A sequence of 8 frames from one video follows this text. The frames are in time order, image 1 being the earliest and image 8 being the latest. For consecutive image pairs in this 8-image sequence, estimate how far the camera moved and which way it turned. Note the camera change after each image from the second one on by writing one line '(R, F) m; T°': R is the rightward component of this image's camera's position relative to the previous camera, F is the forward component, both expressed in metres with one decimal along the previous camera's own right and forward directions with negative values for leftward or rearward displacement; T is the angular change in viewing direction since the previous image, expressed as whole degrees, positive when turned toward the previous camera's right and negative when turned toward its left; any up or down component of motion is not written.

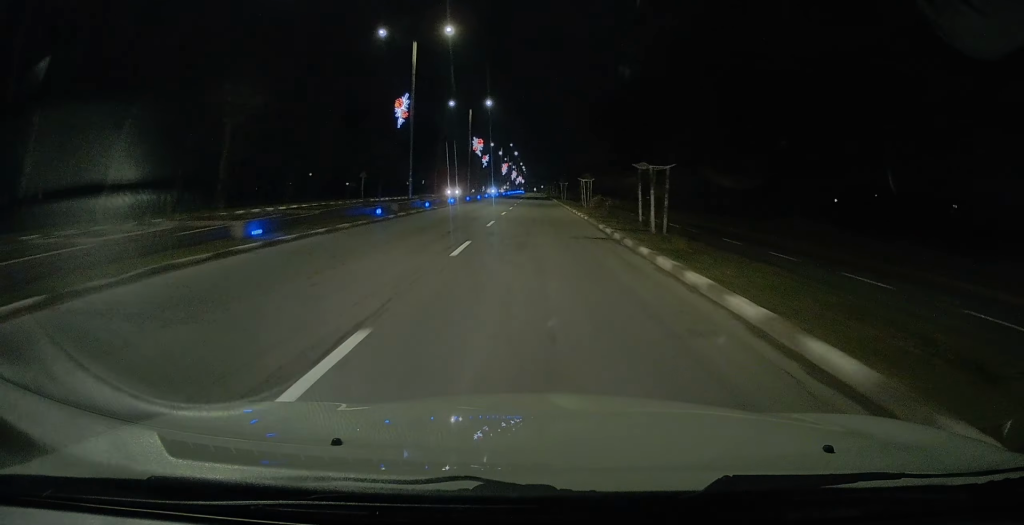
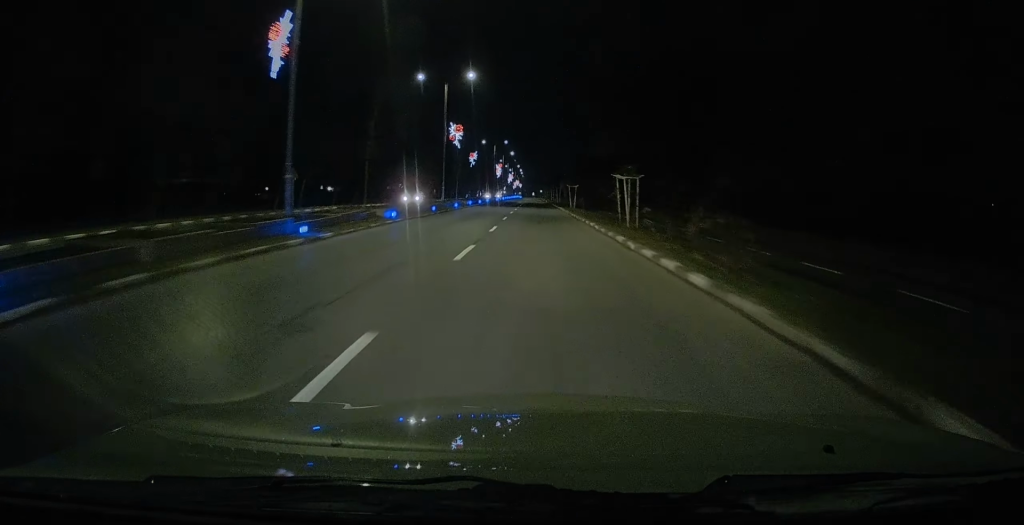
(+0.1, +17.9) m; +1°
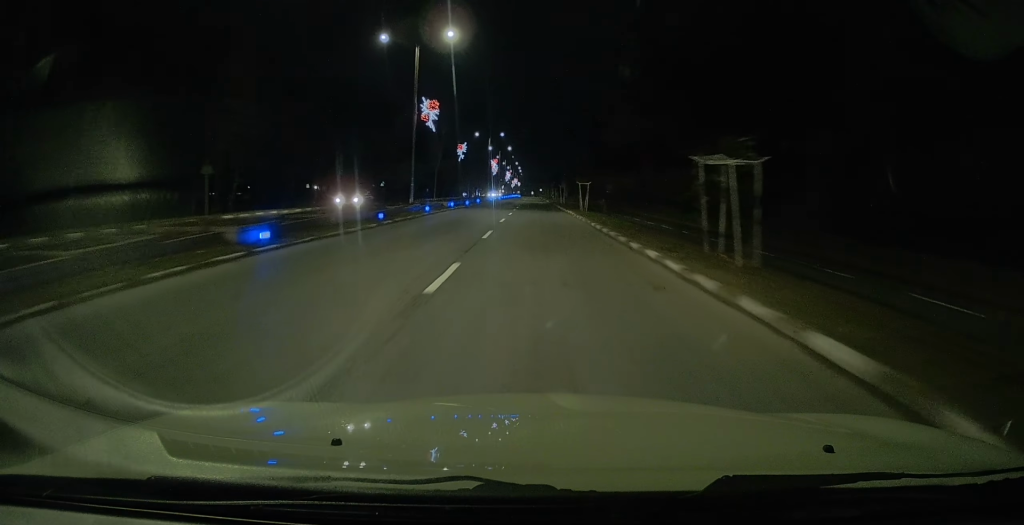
(+0.1, +12.2) m; 0°
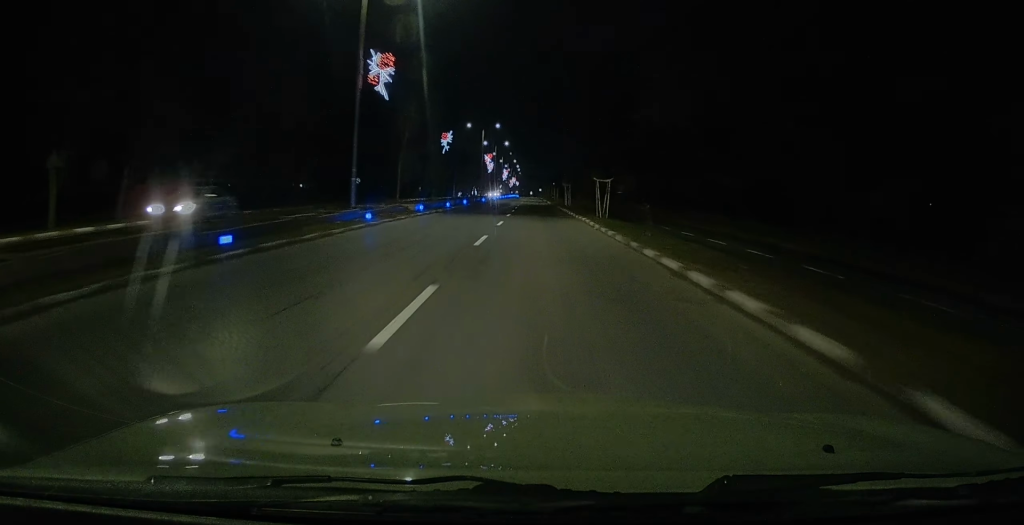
(0.0, +11.8) m; 0°
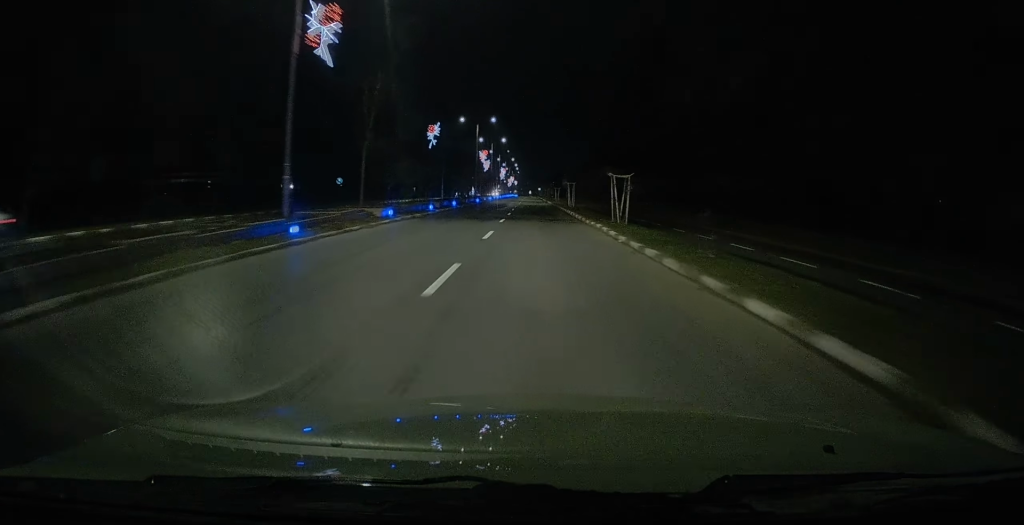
(0.0, +6.6) m; 0°
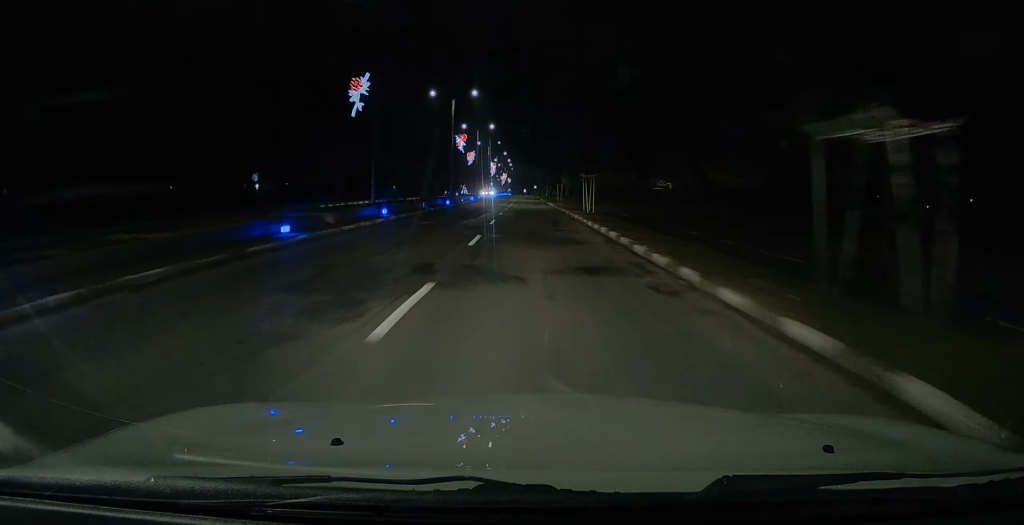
(+0.1, +20.1) m; +1°
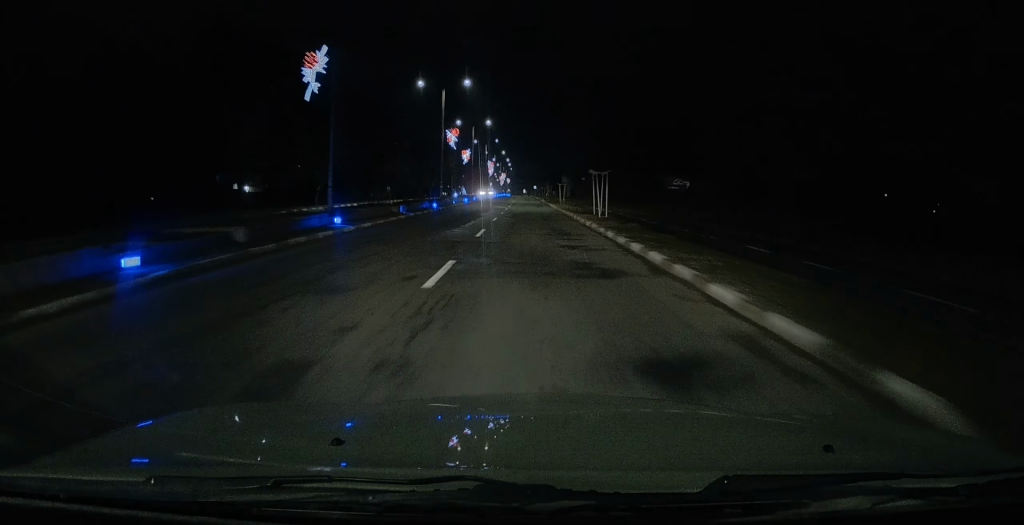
(0.0, +6.0) m; 0°
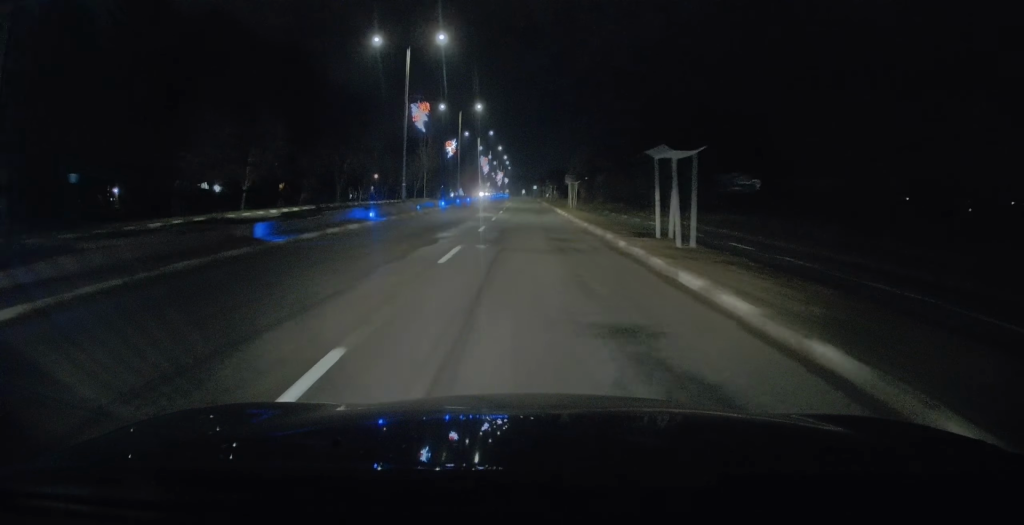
(+0.1, +15.4) m; 0°
